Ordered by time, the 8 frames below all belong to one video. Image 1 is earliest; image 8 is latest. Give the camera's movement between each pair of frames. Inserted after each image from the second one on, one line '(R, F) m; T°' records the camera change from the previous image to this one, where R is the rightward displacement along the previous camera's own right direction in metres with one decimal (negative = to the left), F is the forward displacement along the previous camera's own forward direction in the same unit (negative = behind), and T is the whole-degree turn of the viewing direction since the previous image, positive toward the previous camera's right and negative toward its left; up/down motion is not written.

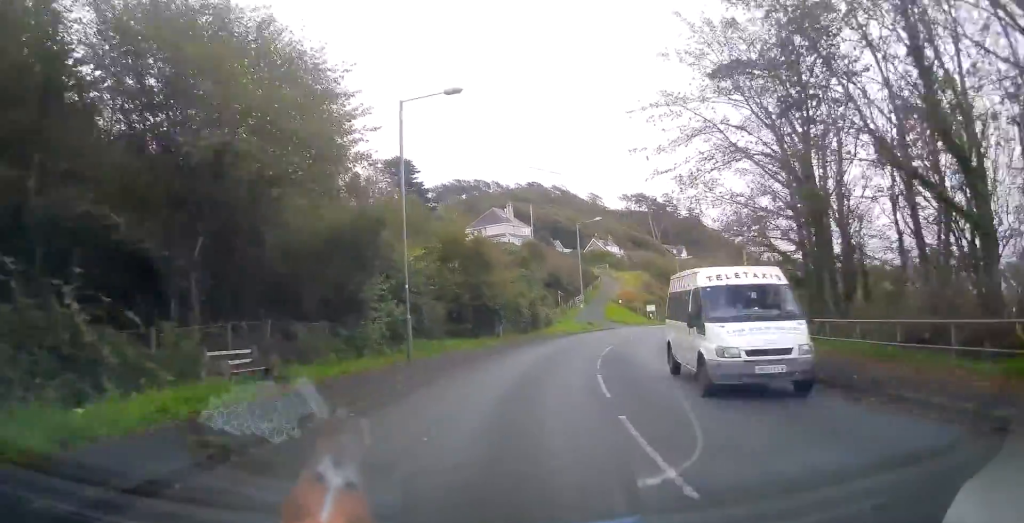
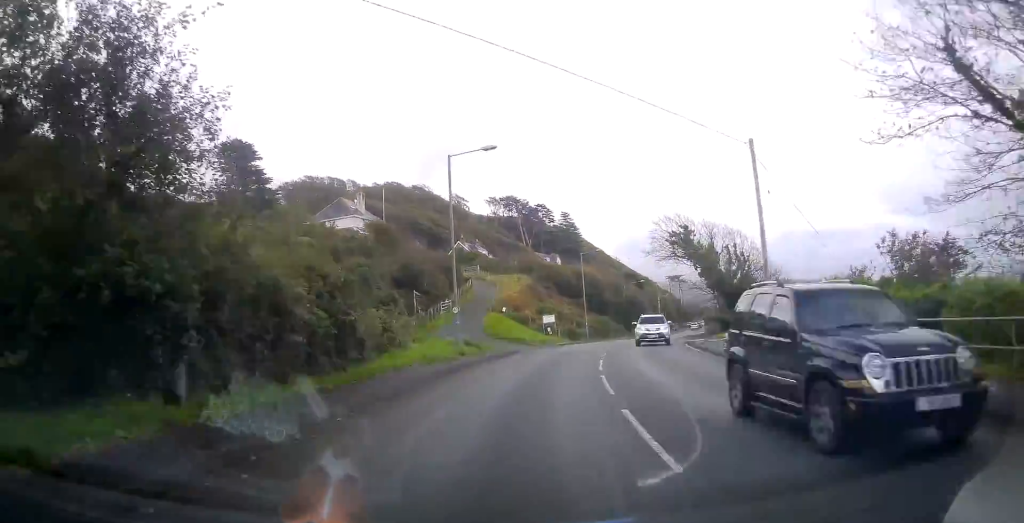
(+2.6, +23.1) m; +12°
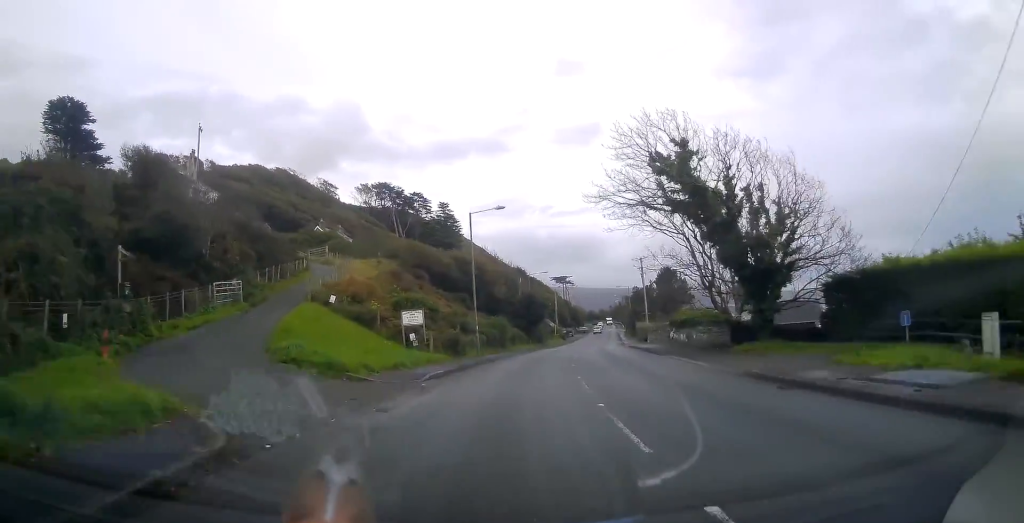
(+2.2, +22.8) m; +10°
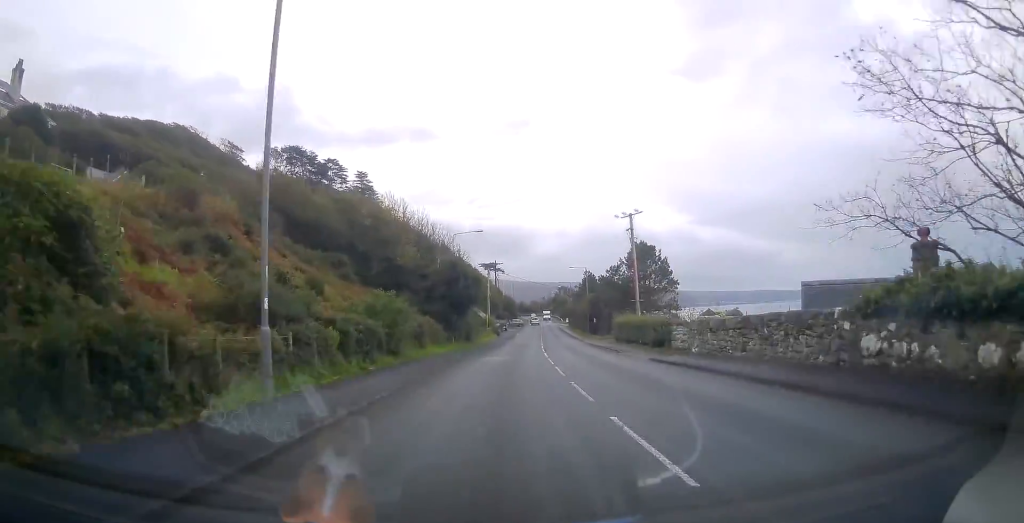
(+1.7, +25.5) m; +7°
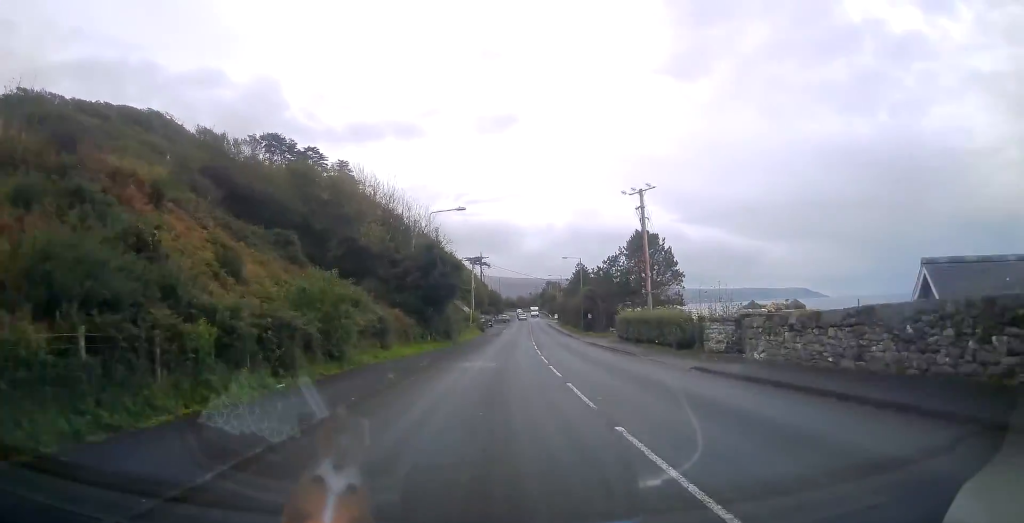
(+0.2, +7.1) m; +1°
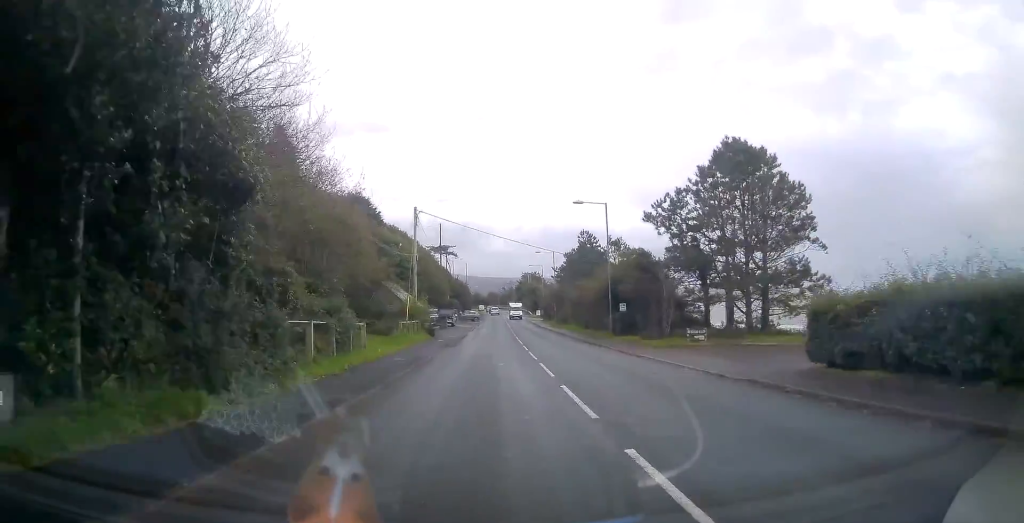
(+0.9, +31.1) m; +3°
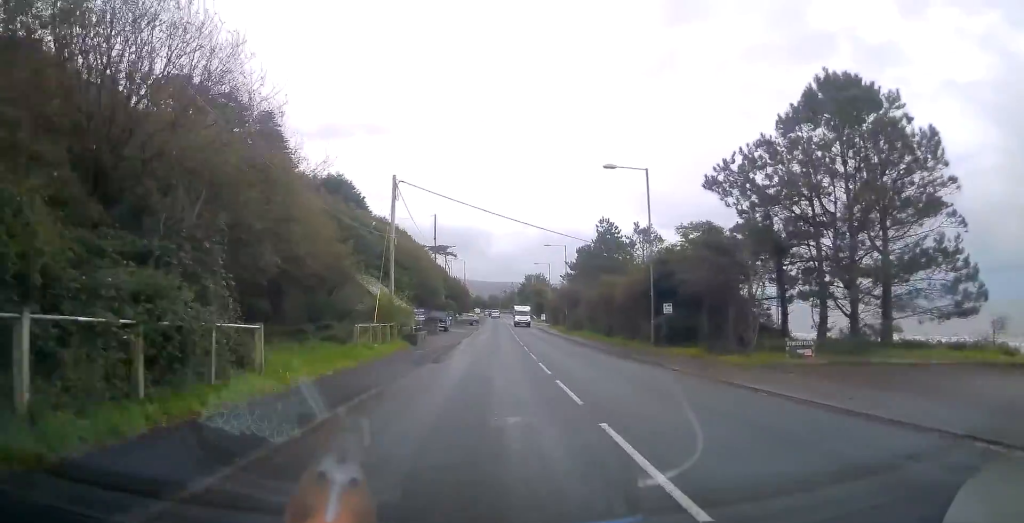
(0.0, +10.1) m; 0°
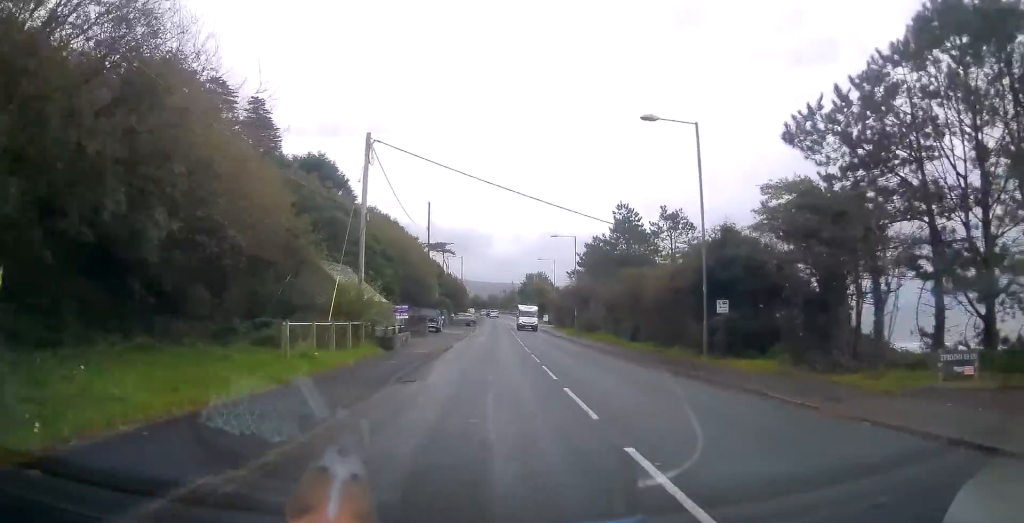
(0.0, +7.4) m; 0°
